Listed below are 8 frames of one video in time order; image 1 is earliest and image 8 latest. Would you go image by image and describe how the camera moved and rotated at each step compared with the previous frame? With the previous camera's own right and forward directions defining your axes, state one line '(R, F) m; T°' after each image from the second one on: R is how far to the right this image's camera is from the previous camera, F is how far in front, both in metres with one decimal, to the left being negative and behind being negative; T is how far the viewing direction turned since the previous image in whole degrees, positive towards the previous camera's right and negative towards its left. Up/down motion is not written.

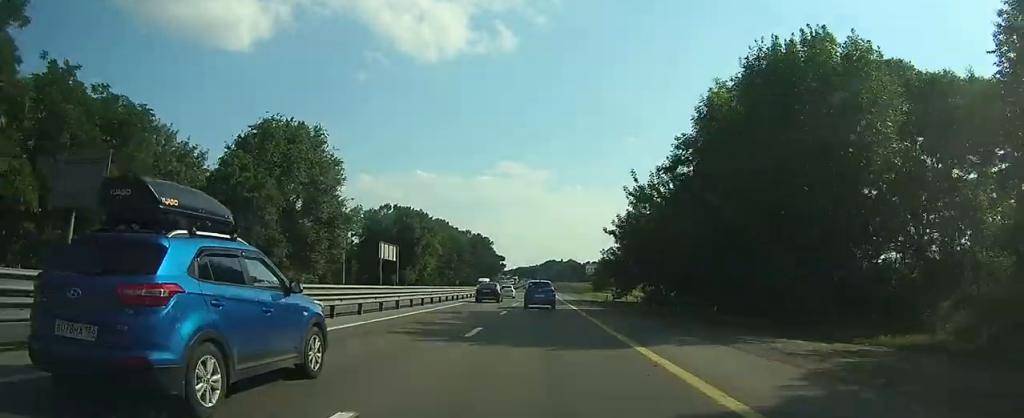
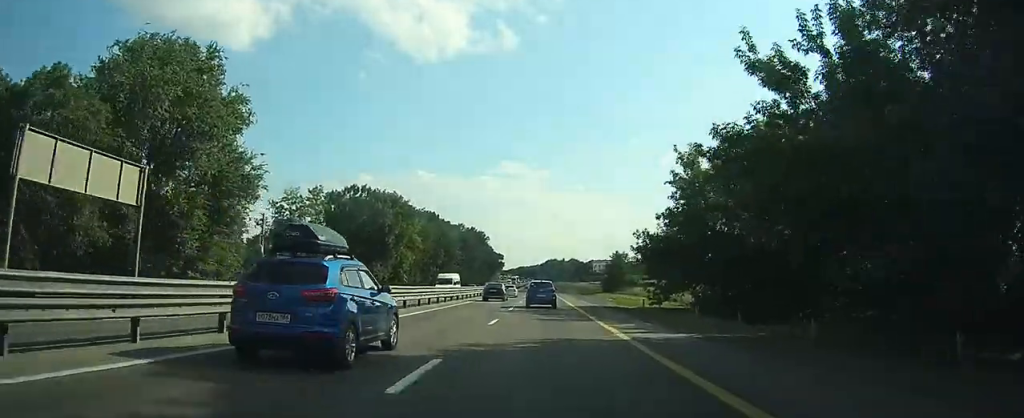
(0.0, +19.4) m; 0°
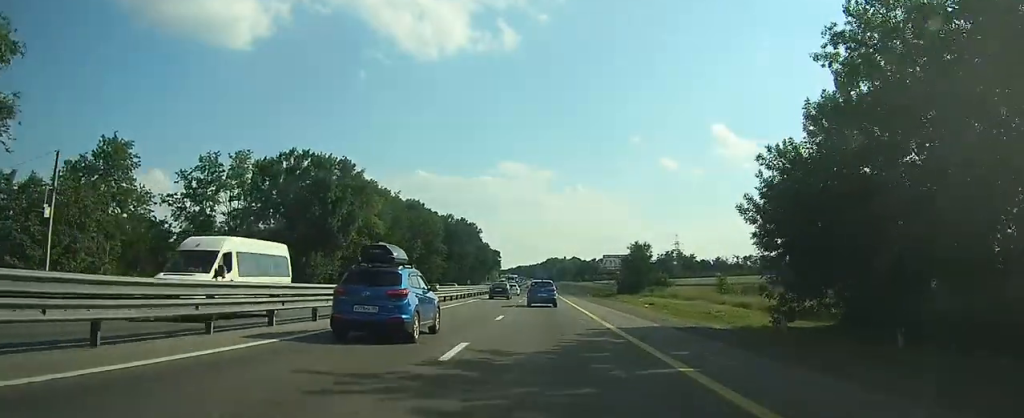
(0.0, +21.5) m; 0°
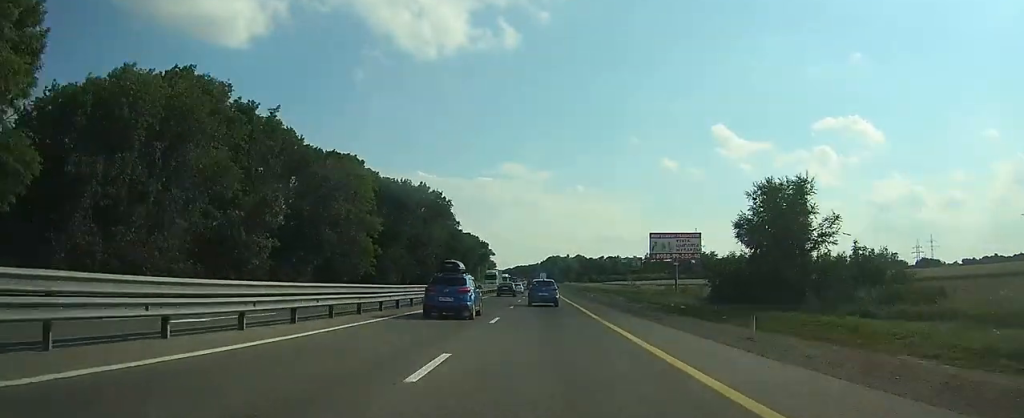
(-0.1, +49.6) m; 0°
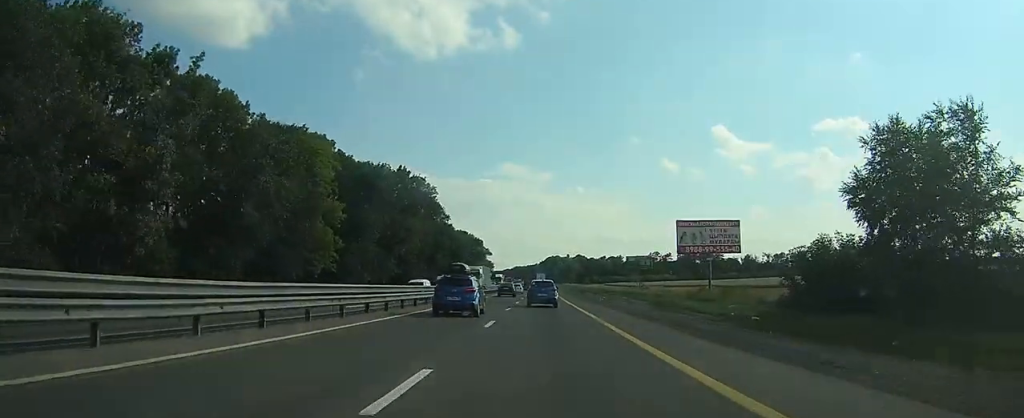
(-0.1, +13.8) m; 0°
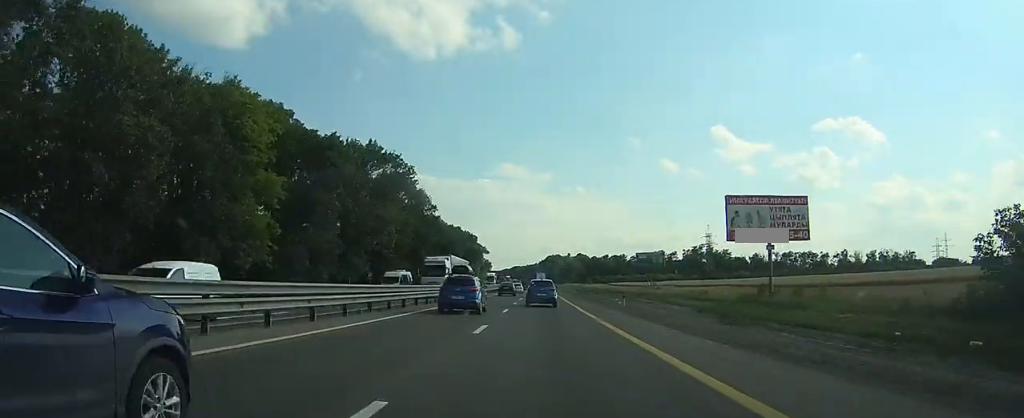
(+0.1, +14.6) m; 0°
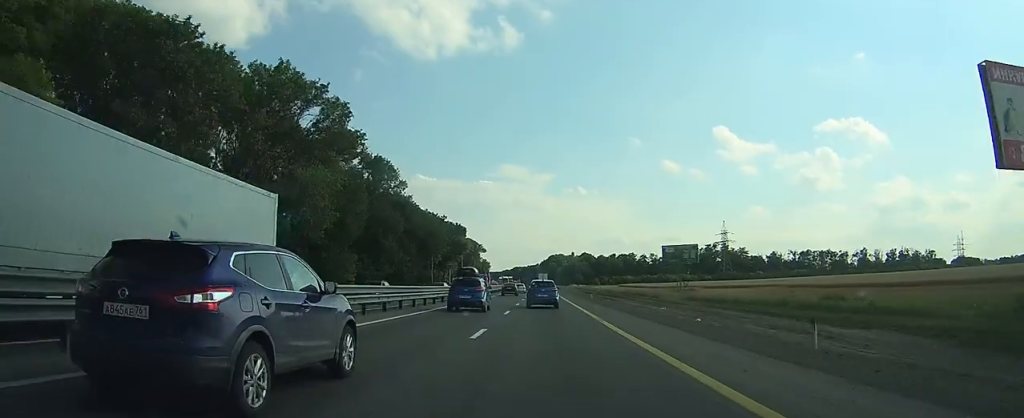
(-0.1, +25.3) m; 0°
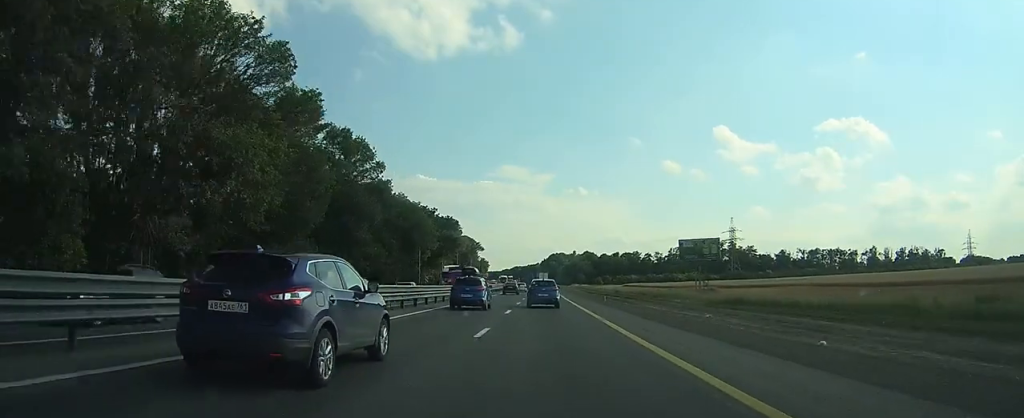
(+0.1, +12.0) m; 0°
